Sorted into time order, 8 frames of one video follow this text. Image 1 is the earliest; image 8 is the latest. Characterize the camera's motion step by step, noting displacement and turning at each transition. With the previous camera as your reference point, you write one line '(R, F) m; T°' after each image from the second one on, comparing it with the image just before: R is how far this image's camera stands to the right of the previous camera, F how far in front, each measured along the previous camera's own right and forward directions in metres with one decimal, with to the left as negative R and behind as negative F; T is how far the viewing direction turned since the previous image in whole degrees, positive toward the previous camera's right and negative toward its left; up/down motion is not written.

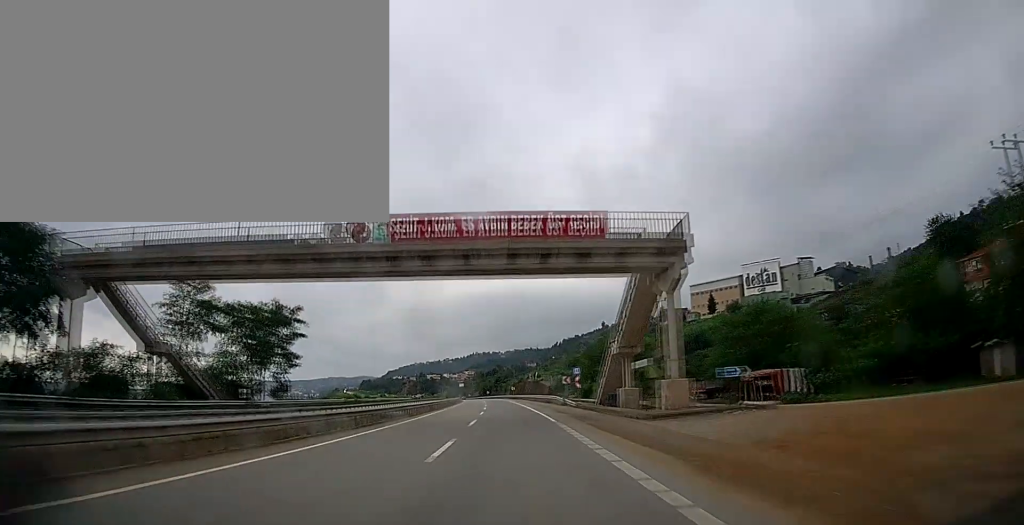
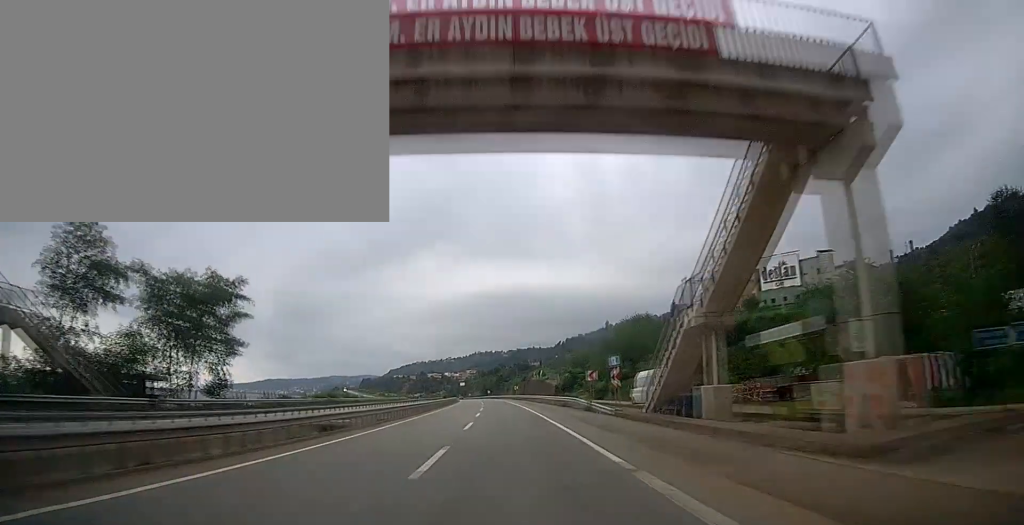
(0.0, +14.3) m; 0°
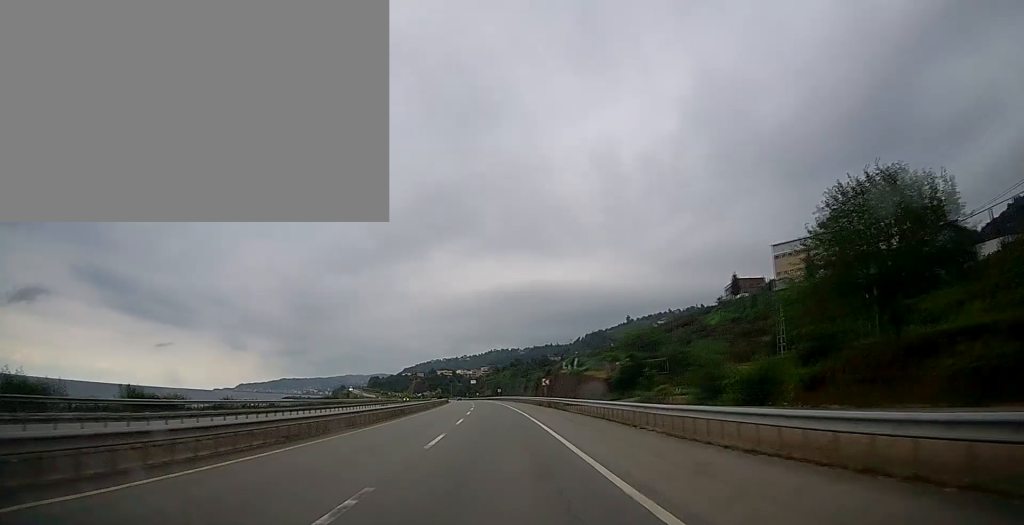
(0.0, +54.2) m; -1°
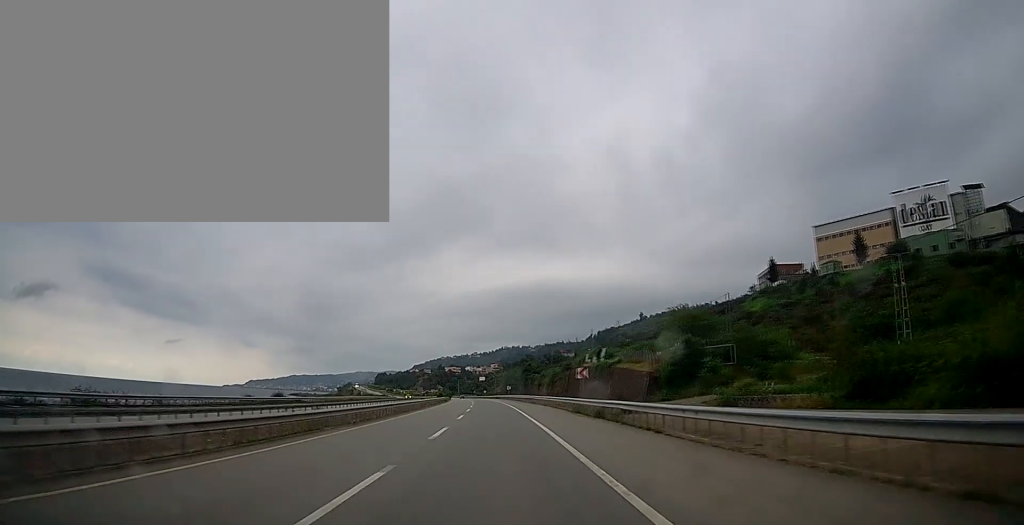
(-0.3, +21.4) m; -1°
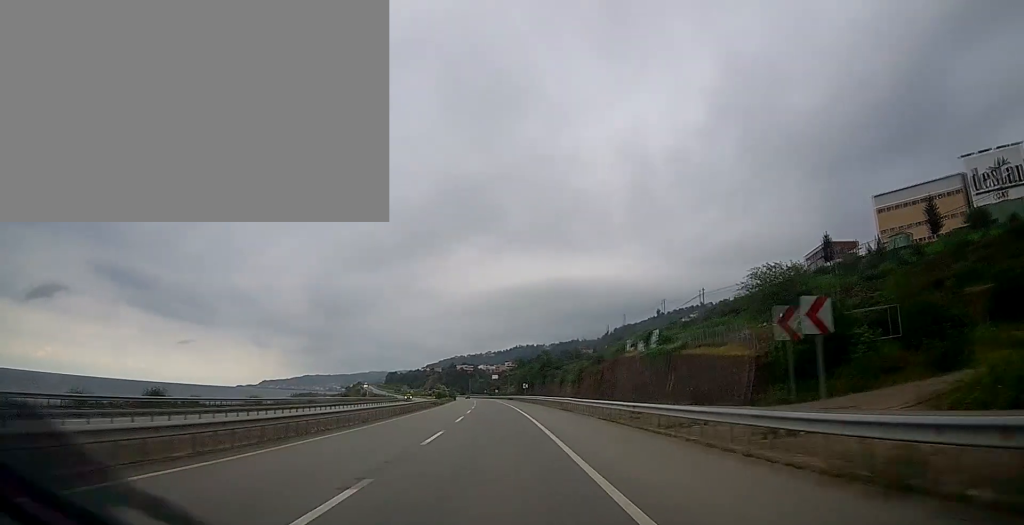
(-0.4, +25.4) m; -1°
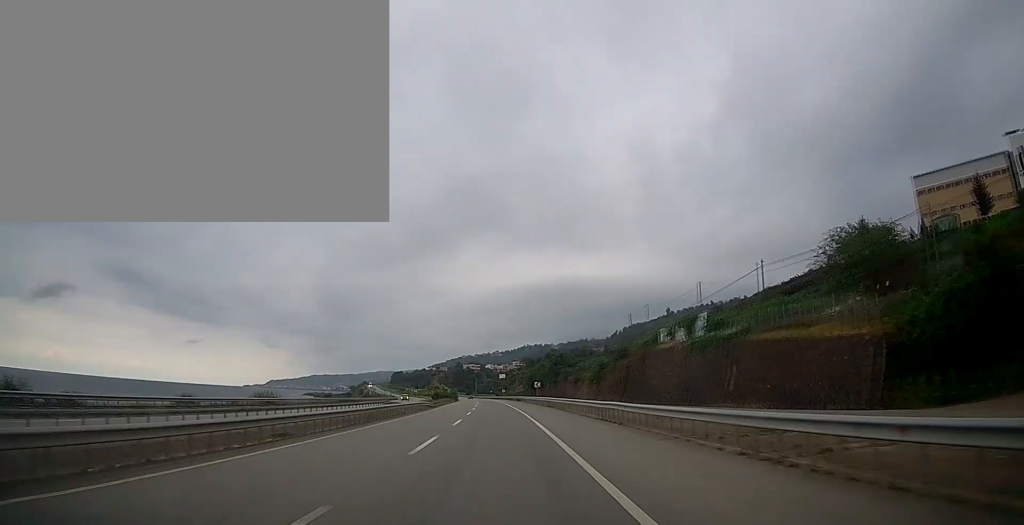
(0.0, +14.2) m; 0°
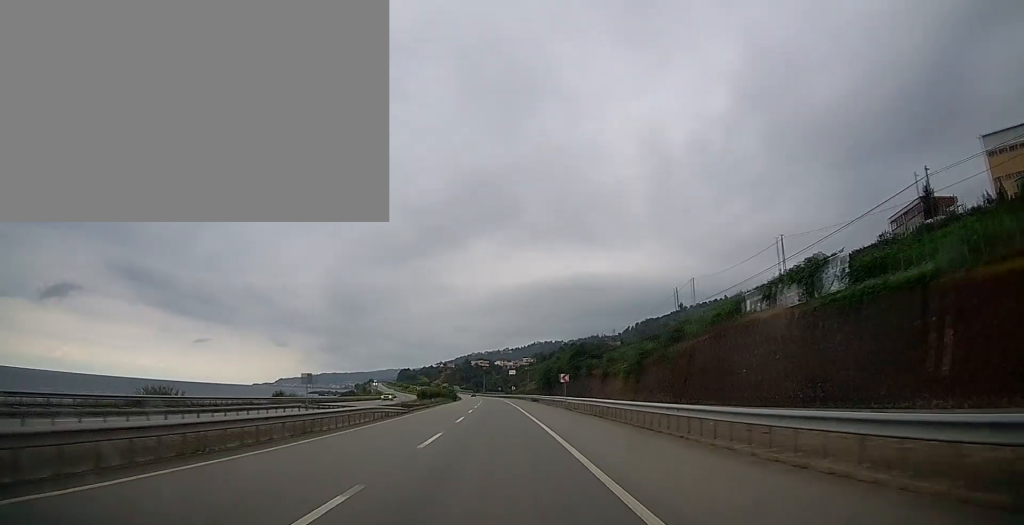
(0.0, +22.3) m; -1°
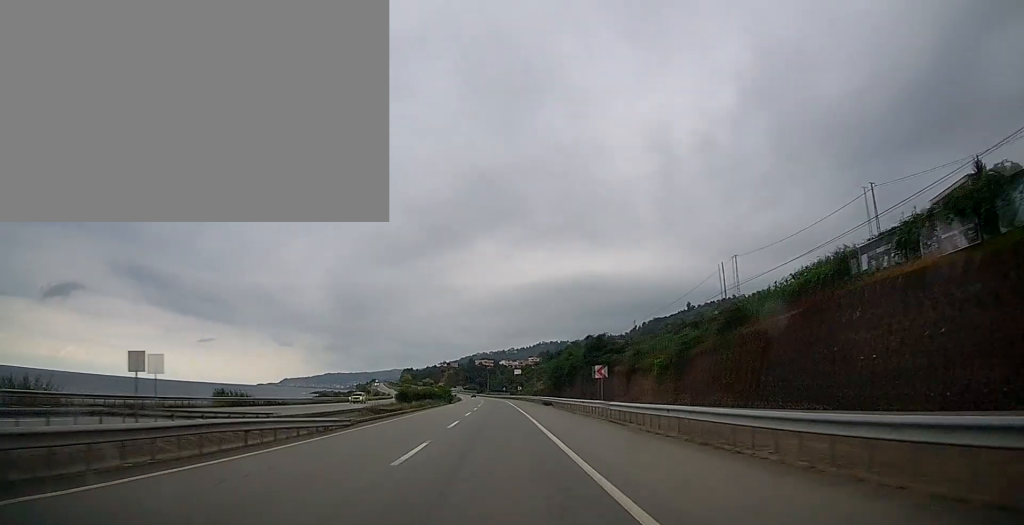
(+0.2, +15.2) m; -1°
